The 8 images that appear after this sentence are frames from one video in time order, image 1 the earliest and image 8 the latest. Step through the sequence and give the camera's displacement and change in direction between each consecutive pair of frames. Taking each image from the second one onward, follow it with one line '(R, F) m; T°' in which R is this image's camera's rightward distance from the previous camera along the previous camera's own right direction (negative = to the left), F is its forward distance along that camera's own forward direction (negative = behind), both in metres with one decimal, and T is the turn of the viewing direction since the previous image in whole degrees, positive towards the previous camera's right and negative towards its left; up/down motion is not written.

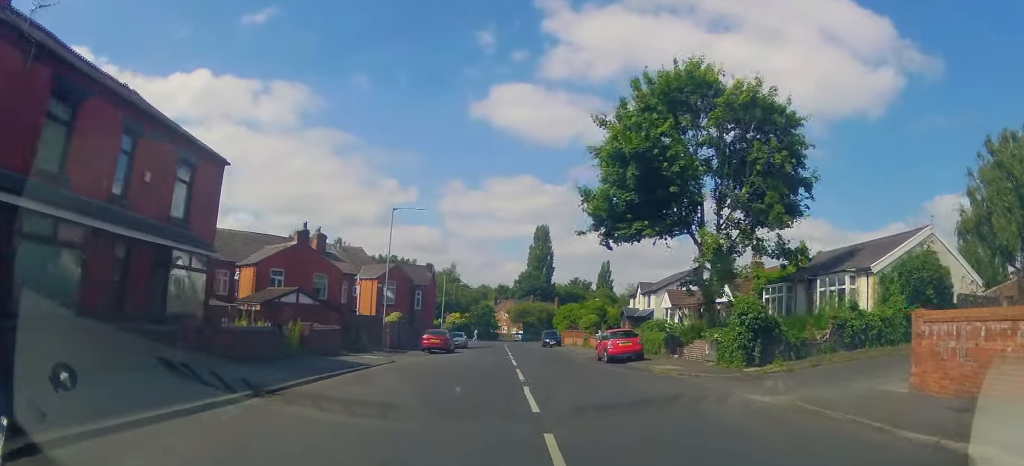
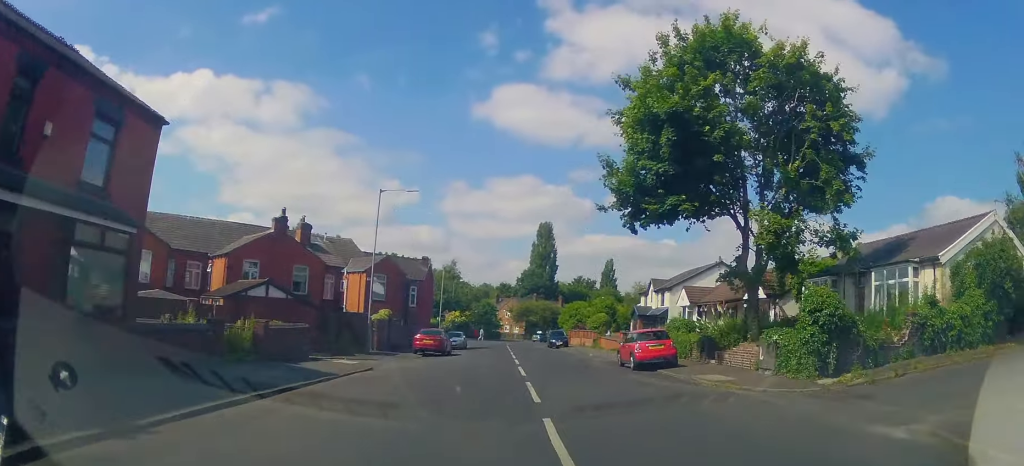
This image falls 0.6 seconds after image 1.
(0.0, +4.4) m; 0°
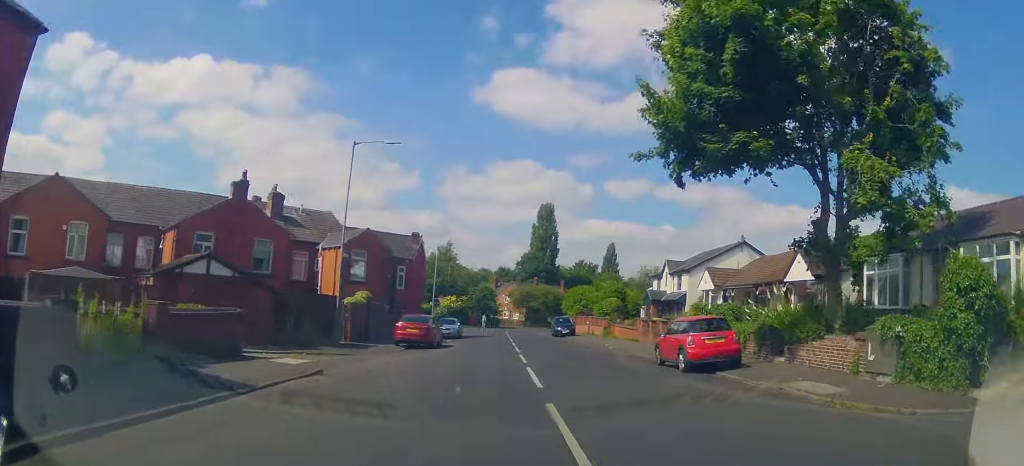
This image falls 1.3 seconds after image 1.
(-0.1, +5.6) m; -1°
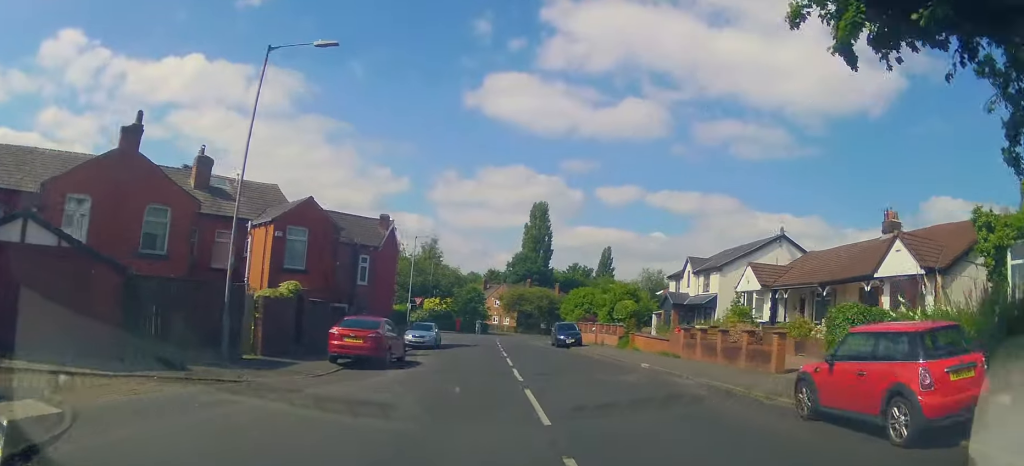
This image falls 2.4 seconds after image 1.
(0.0, +9.4) m; +1°
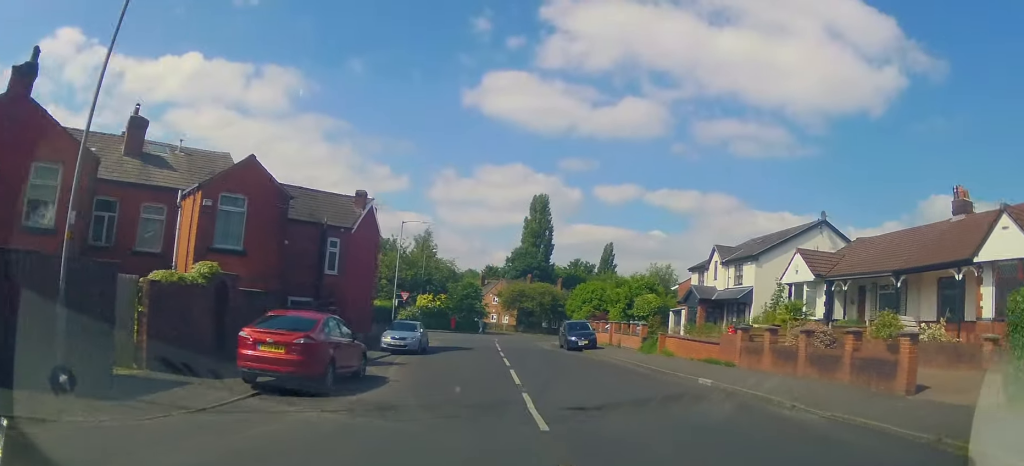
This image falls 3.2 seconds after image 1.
(+0.1, +6.4) m; +1°
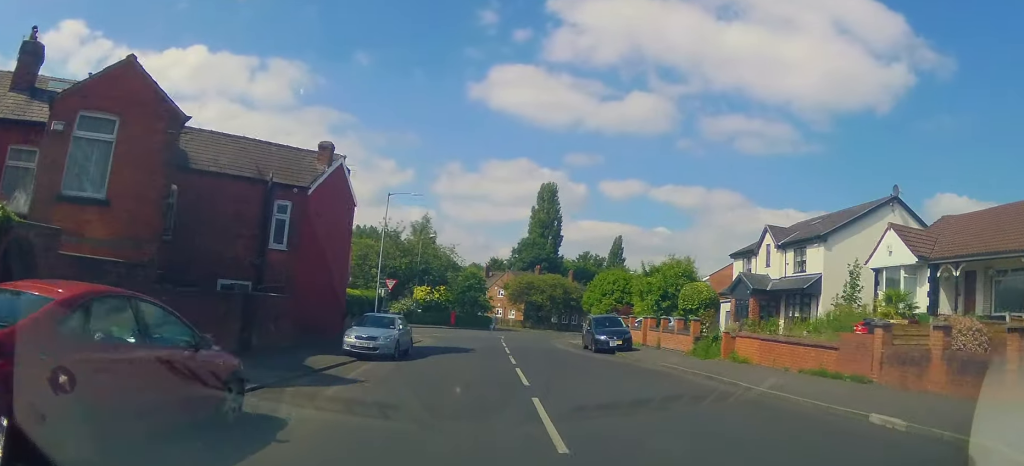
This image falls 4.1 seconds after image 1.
(0.0, +7.7) m; -1°
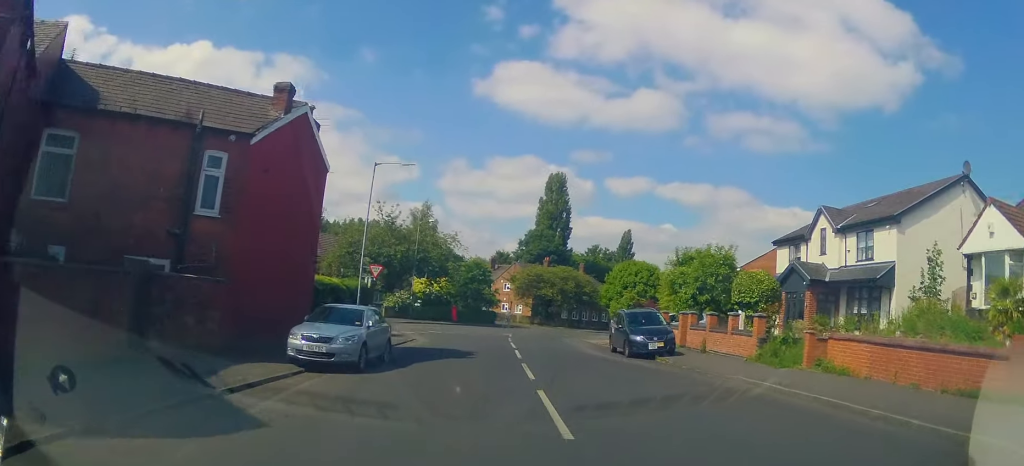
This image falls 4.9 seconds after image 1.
(-0.1, +5.7) m; 0°
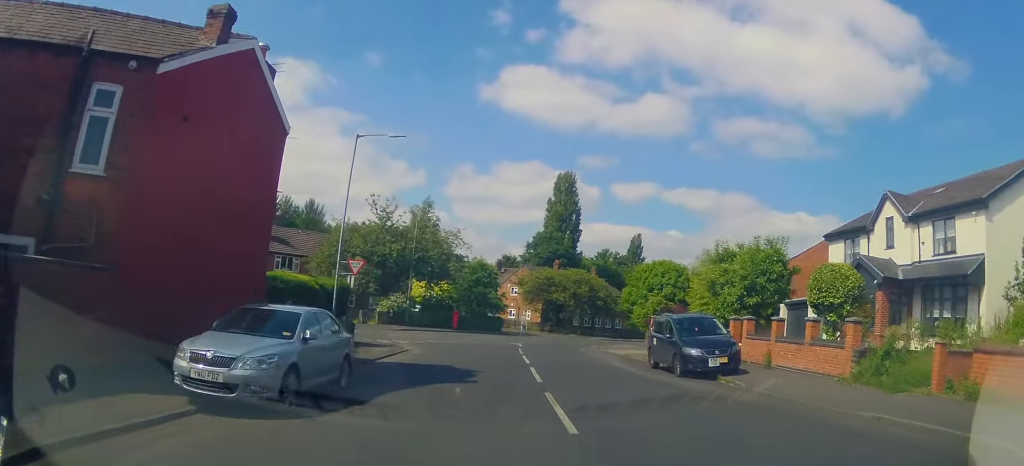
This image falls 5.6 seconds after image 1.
(+0.1, +5.2) m; -1°
